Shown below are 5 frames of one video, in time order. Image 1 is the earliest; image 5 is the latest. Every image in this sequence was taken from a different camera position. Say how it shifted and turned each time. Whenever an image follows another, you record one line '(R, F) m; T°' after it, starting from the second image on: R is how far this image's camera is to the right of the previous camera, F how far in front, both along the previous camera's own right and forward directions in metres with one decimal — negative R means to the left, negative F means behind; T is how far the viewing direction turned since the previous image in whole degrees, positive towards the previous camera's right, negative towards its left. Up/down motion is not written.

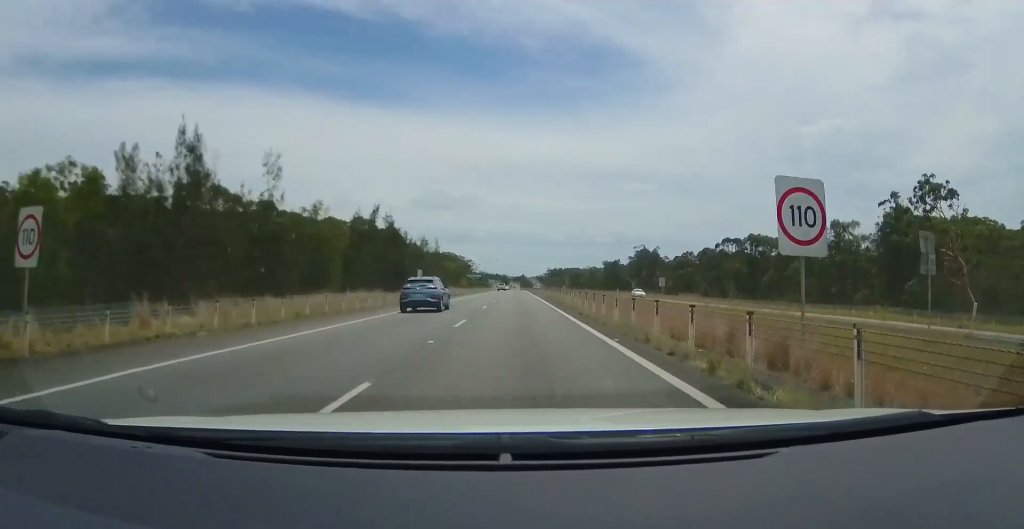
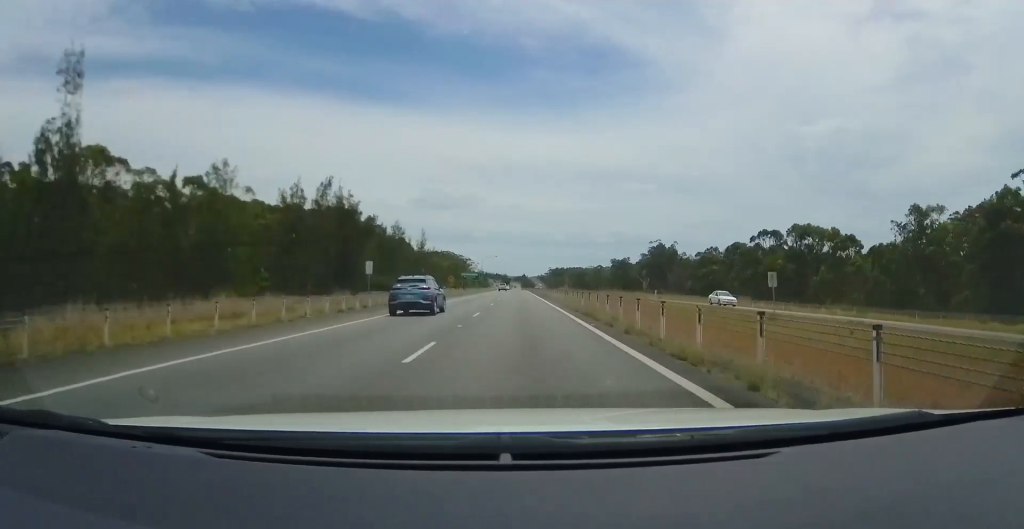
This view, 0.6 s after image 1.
(-0.4, +19.1) m; 0°
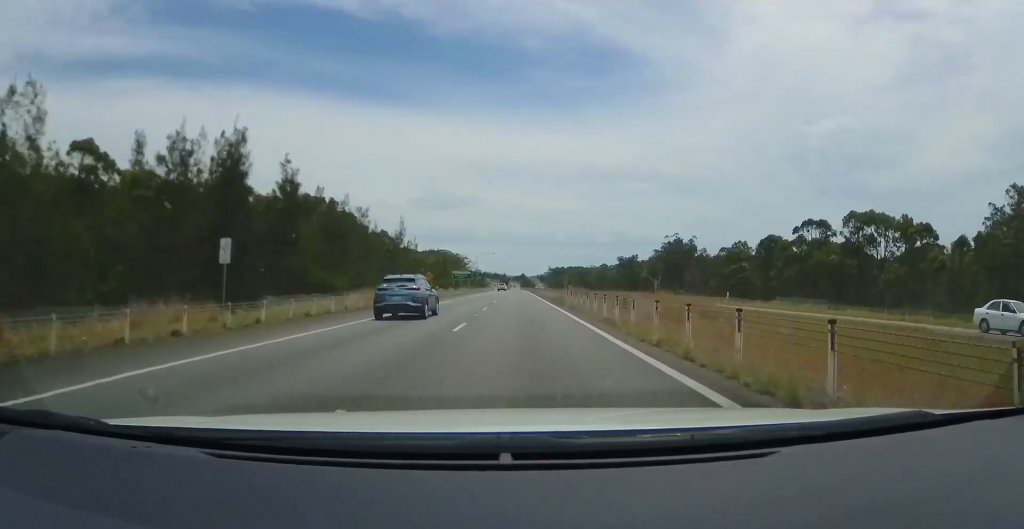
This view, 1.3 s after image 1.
(+0.2, +19.0) m; +1°
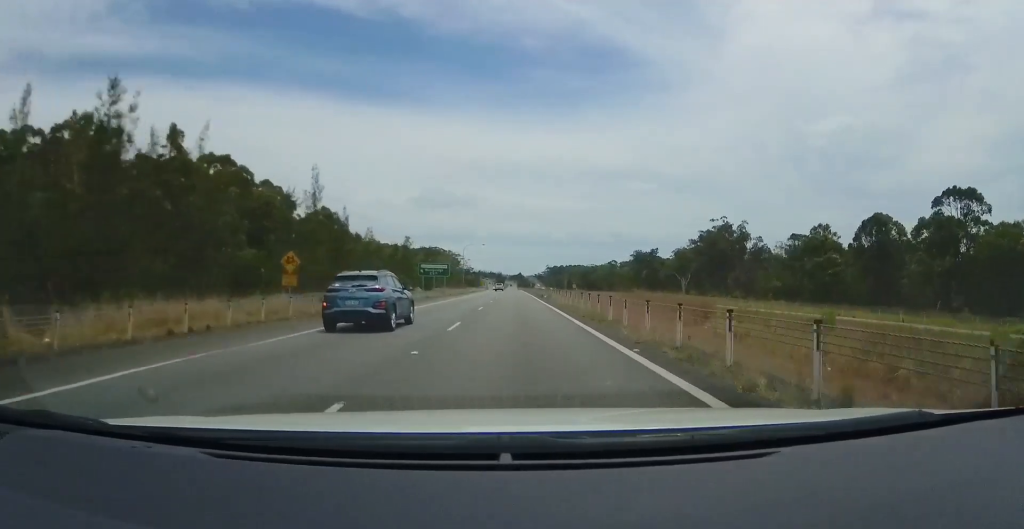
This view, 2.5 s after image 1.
(+0.3, +36.7) m; 0°
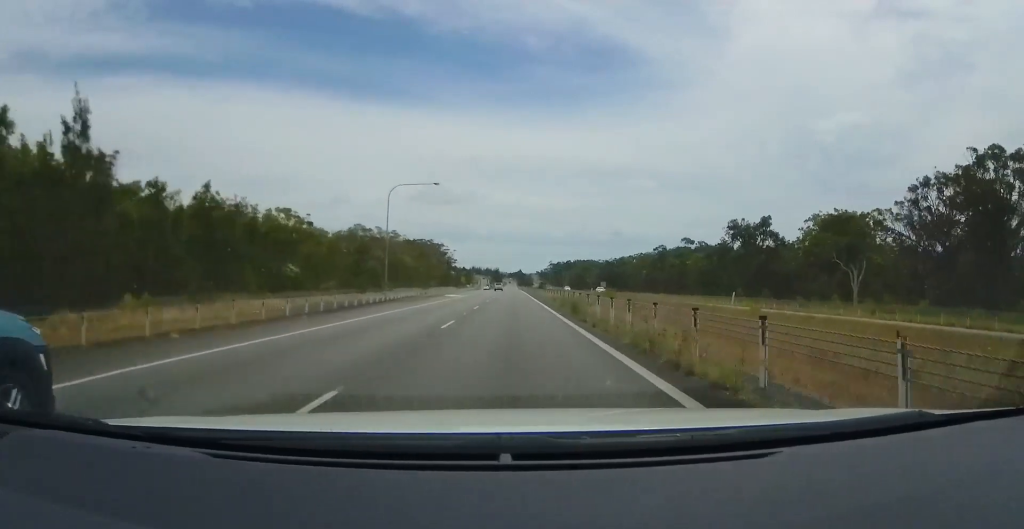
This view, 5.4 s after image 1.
(-0.7, +85.4) m; 0°
